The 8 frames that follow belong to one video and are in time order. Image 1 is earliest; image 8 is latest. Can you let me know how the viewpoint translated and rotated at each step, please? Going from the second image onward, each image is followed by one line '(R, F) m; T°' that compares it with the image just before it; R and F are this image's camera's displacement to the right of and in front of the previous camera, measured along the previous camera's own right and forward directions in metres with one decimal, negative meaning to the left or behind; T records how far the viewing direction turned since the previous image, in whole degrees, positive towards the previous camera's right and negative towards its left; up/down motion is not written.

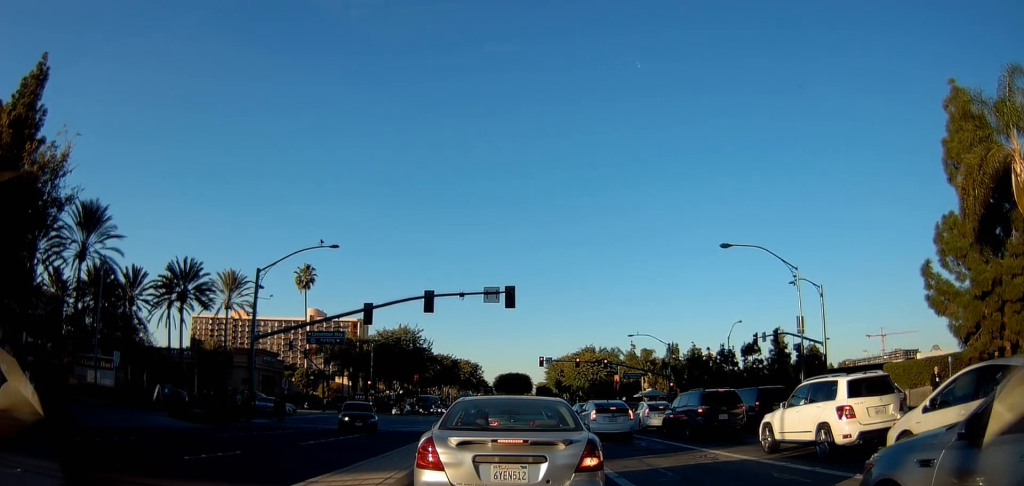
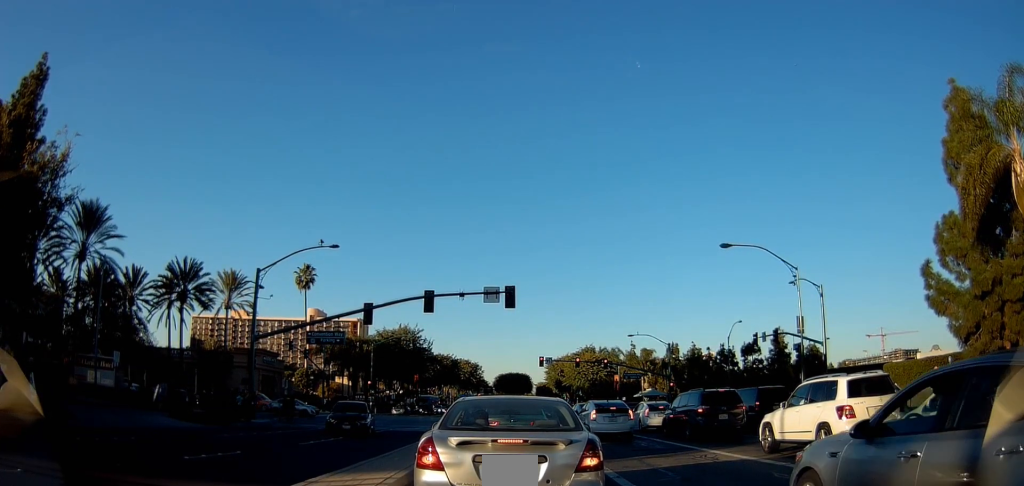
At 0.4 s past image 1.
(0.0, 0.0) m; 0°
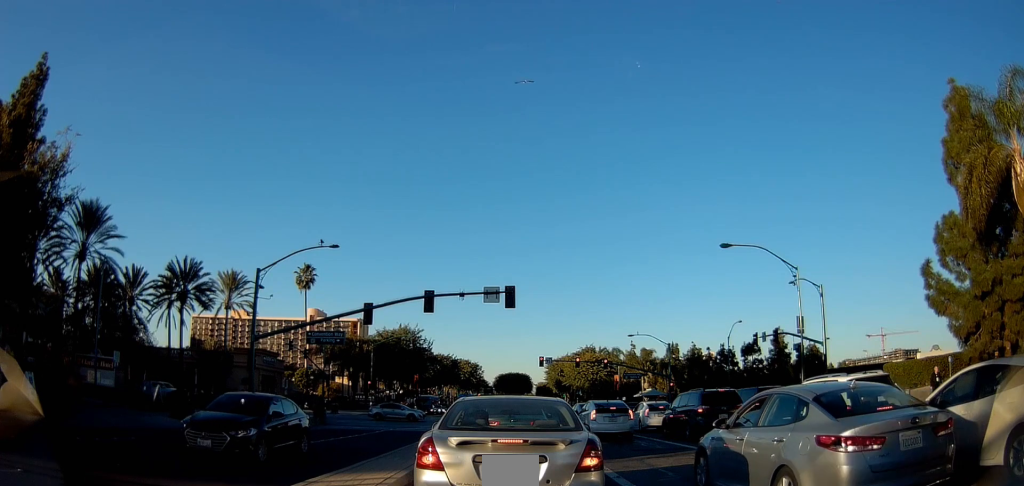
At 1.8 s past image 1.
(0.0, 0.0) m; 0°
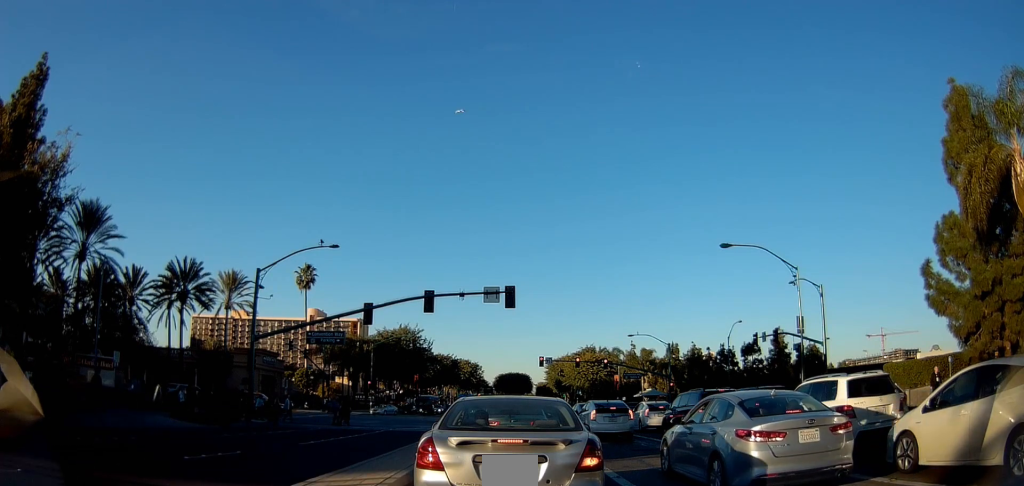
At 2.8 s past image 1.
(0.0, 0.0) m; 0°
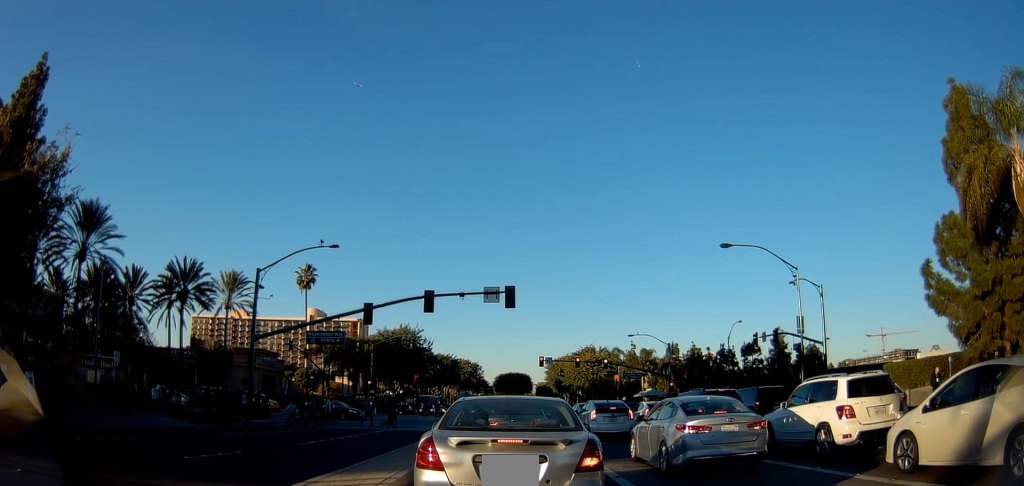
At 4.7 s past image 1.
(0.0, 0.0) m; 0°
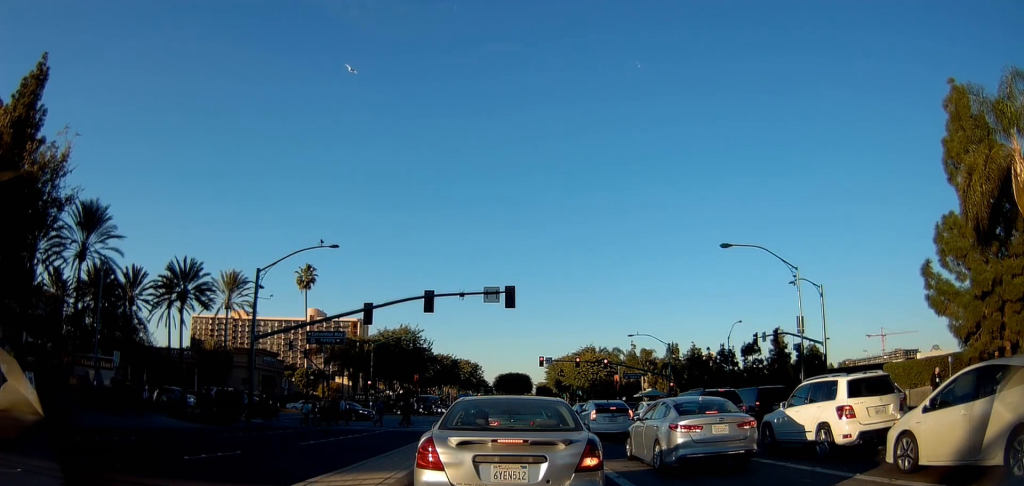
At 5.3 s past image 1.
(0.0, 0.0) m; 0°
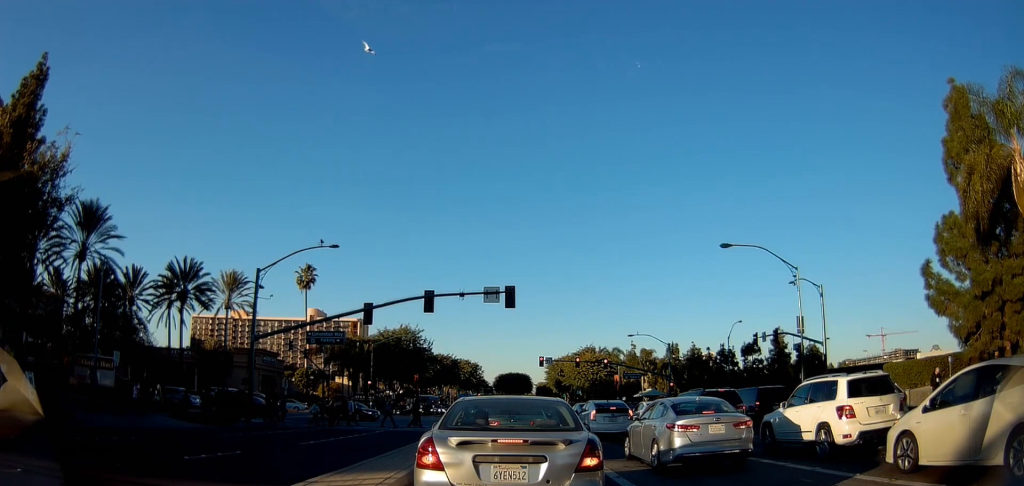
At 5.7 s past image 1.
(0.0, 0.0) m; 0°
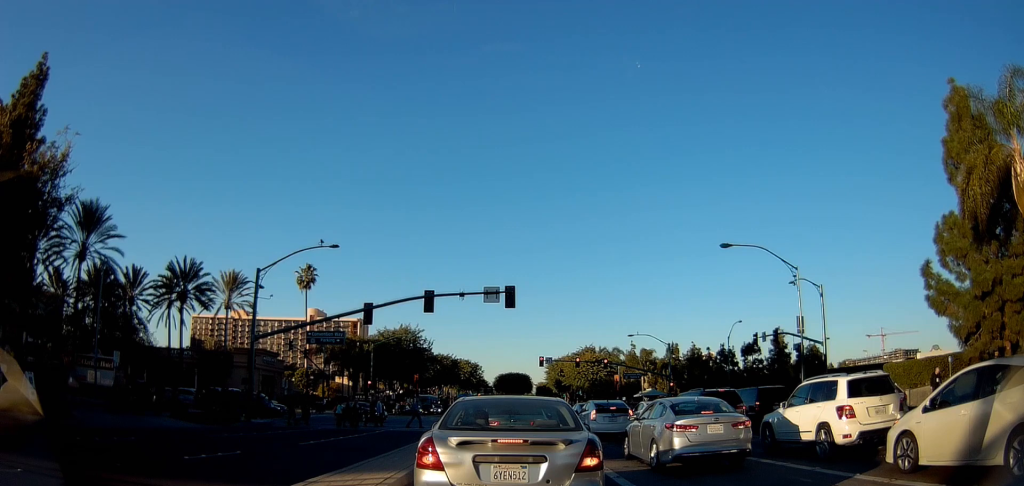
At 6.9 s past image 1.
(0.0, 0.0) m; 0°
